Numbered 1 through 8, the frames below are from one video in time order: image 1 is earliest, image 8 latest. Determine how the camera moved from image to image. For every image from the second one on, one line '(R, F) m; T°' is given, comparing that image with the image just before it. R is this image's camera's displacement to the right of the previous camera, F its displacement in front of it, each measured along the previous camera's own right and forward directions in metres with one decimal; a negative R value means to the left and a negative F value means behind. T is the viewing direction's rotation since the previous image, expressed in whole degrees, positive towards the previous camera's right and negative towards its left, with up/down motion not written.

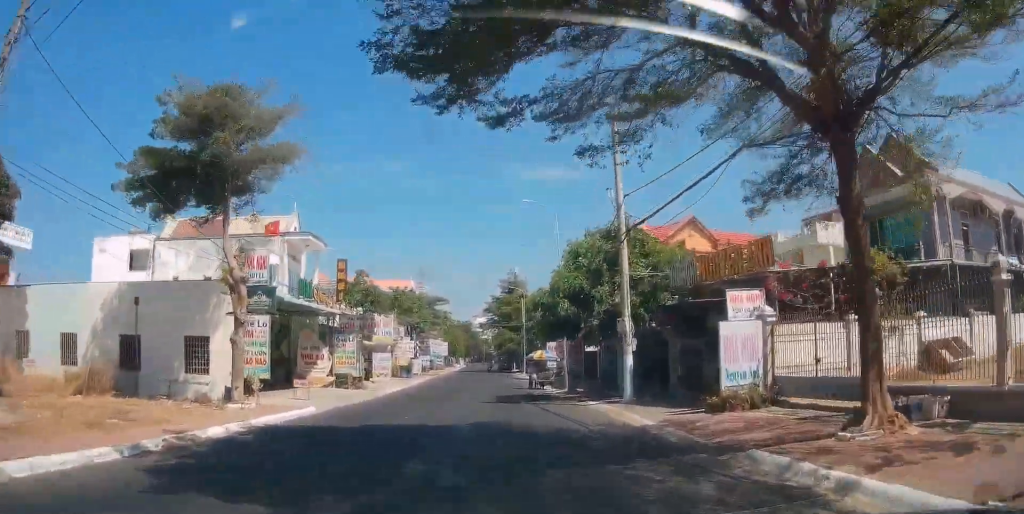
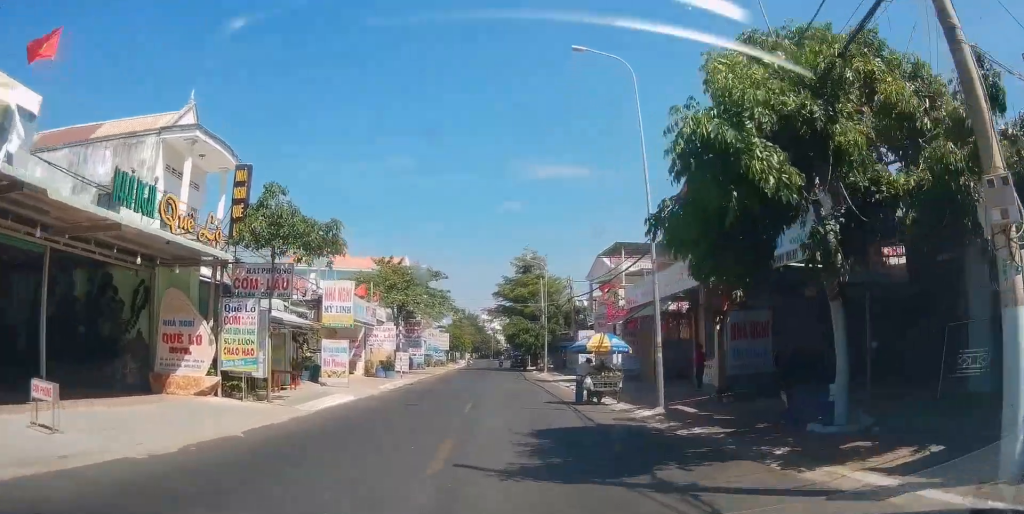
(+1.3, +17.0) m; +3°
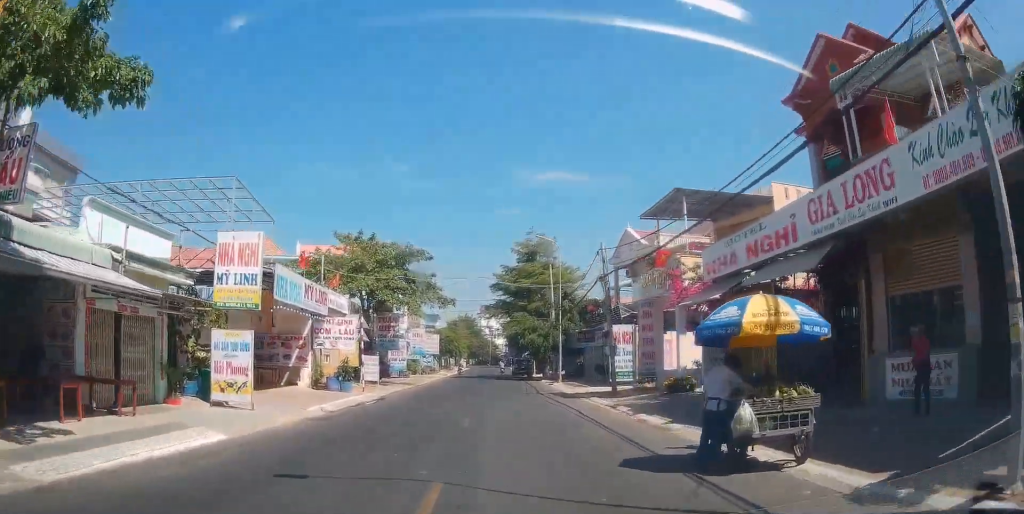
(-0.4, +12.8) m; -2°
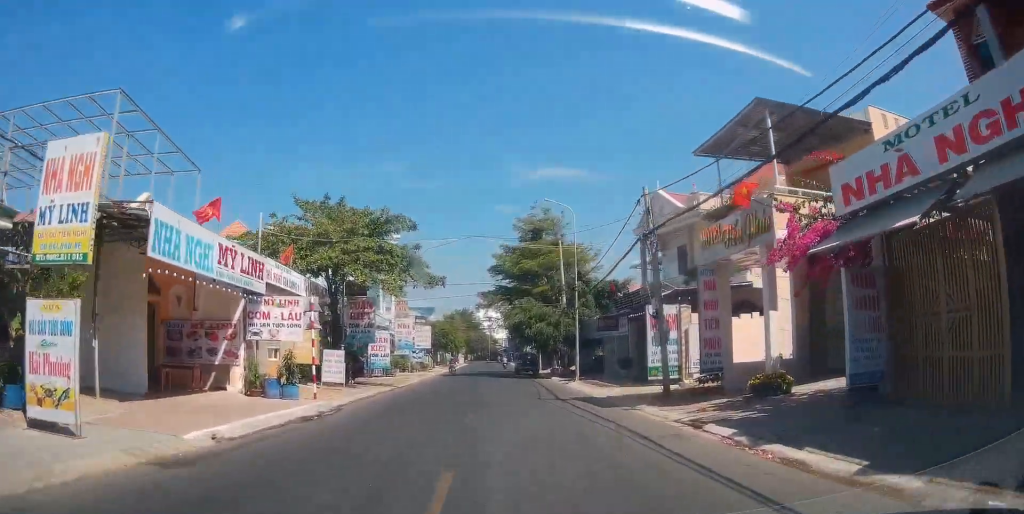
(+0.1, +9.1) m; -1°
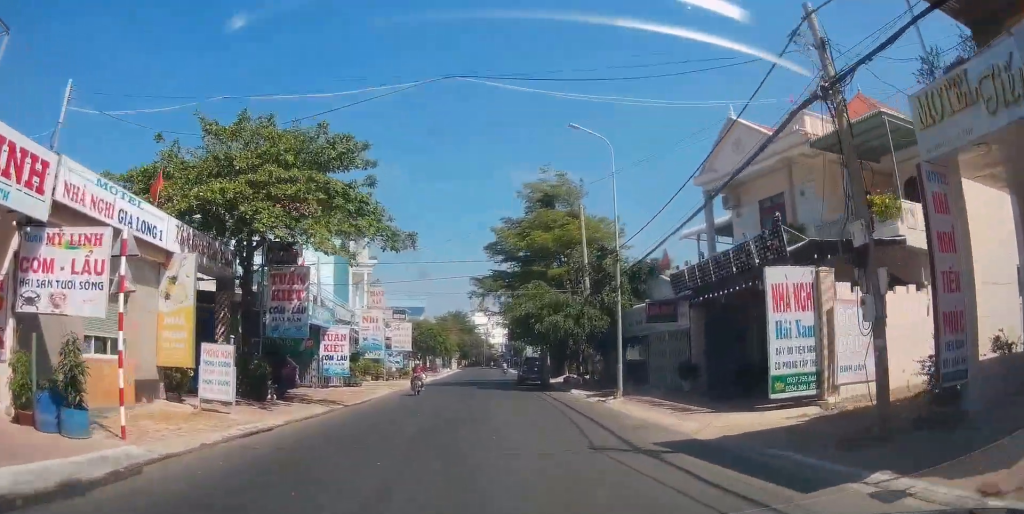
(-0.3, +12.9) m; 0°
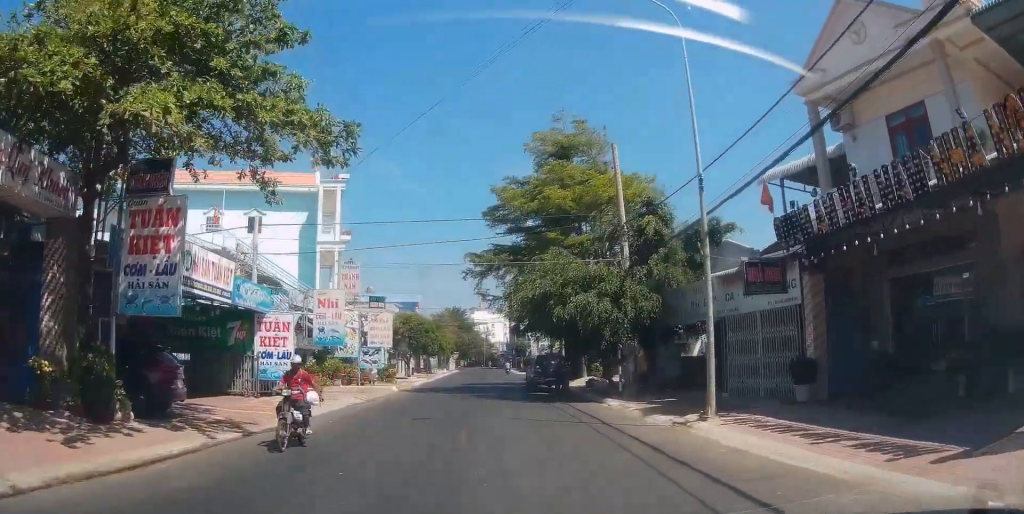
(+0.2, +10.1) m; +2°
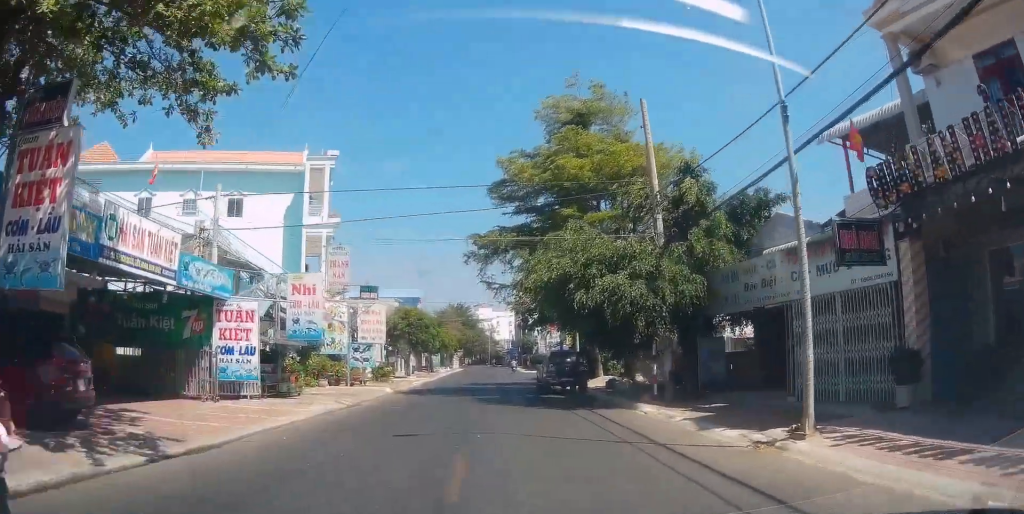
(+0.1, +4.5) m; 0°
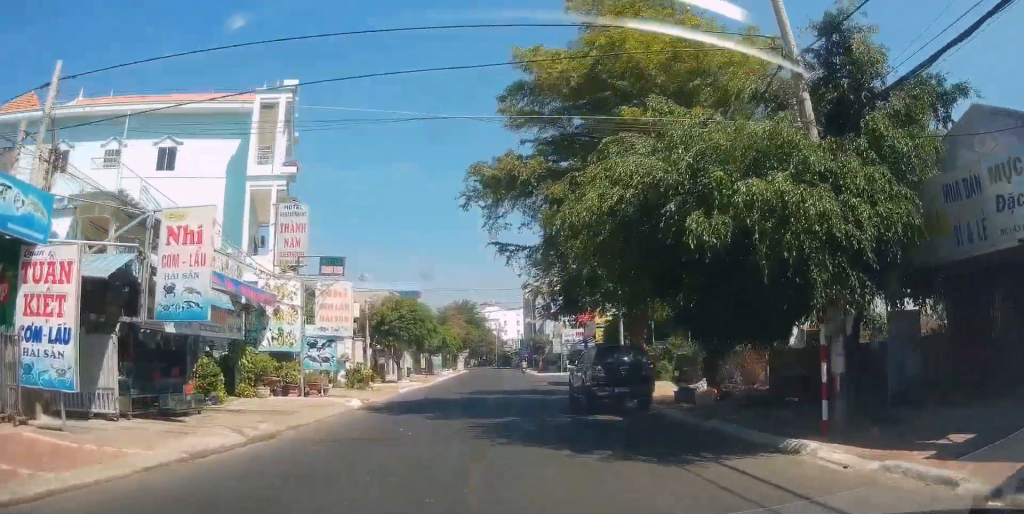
(0.0, +10.3) m; +1°
